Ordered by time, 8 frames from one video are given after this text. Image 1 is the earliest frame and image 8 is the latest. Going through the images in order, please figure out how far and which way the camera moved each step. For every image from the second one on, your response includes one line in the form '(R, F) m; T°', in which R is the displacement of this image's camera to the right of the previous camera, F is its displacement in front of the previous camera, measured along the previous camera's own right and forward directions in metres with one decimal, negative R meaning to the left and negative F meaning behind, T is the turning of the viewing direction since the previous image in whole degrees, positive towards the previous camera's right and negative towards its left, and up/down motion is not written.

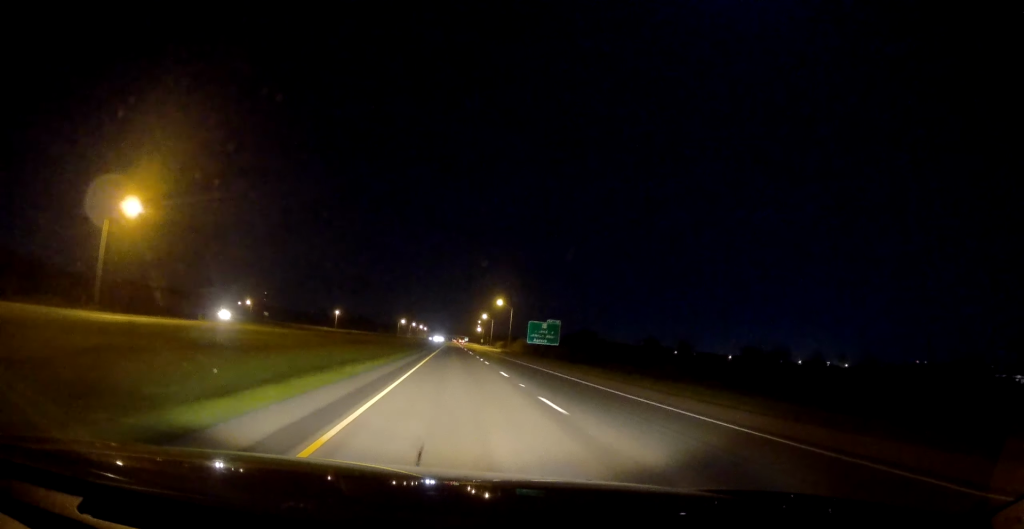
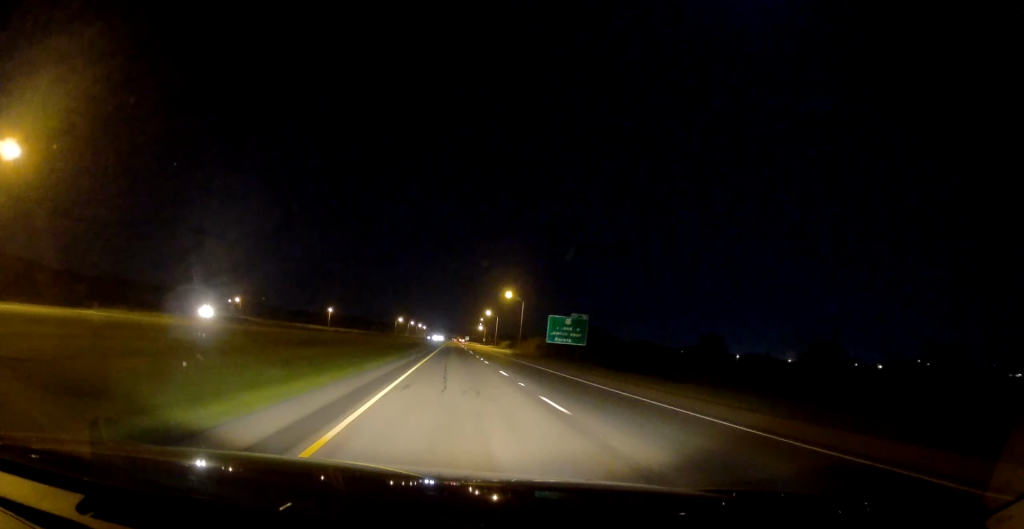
(0.0, +25.8) m; 0°
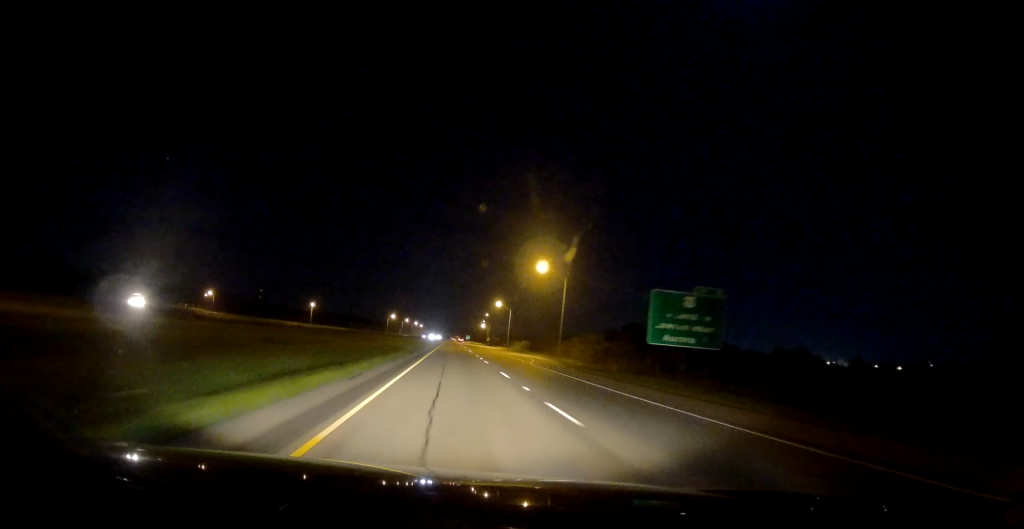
(-0.5, +50.5) m; 0°
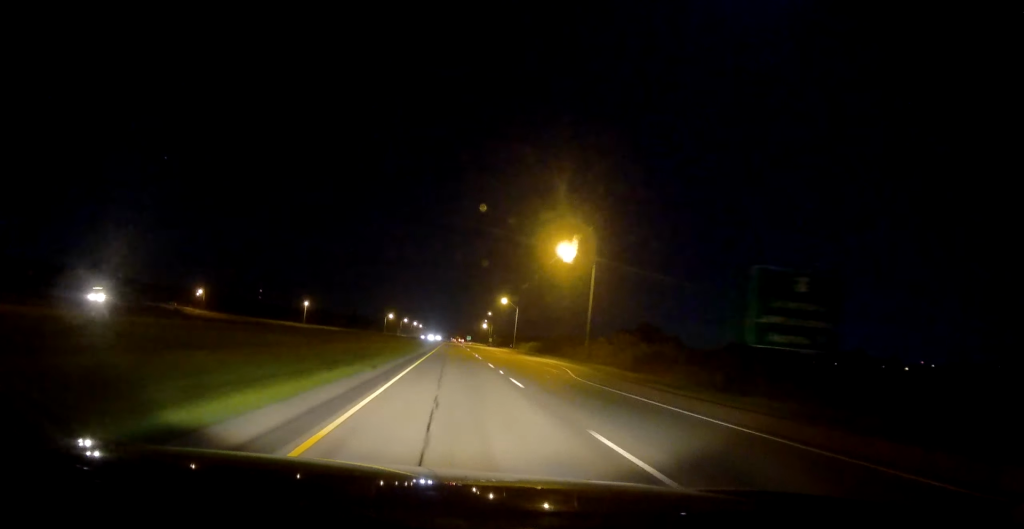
(+0.1, +16.4) m; 0°
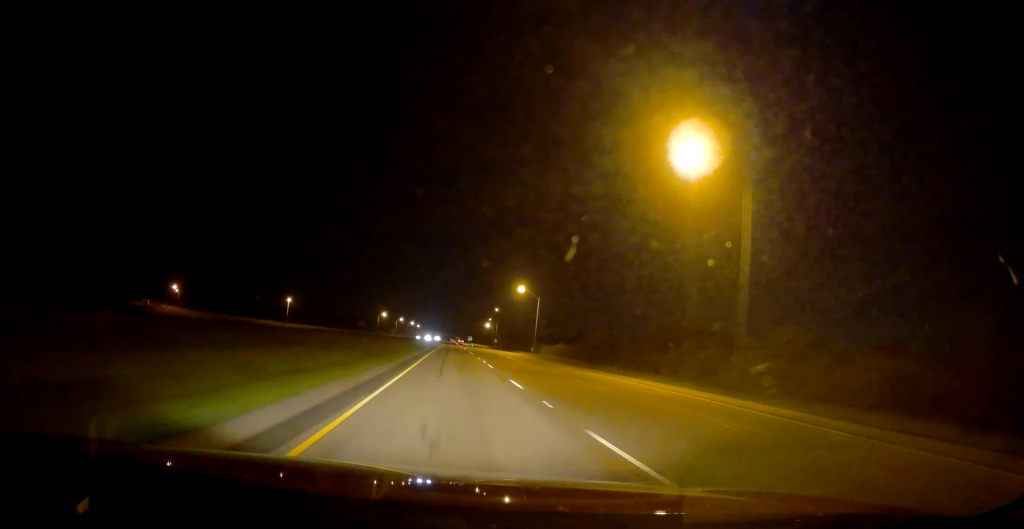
(+0.3, +36.4) m; 0°
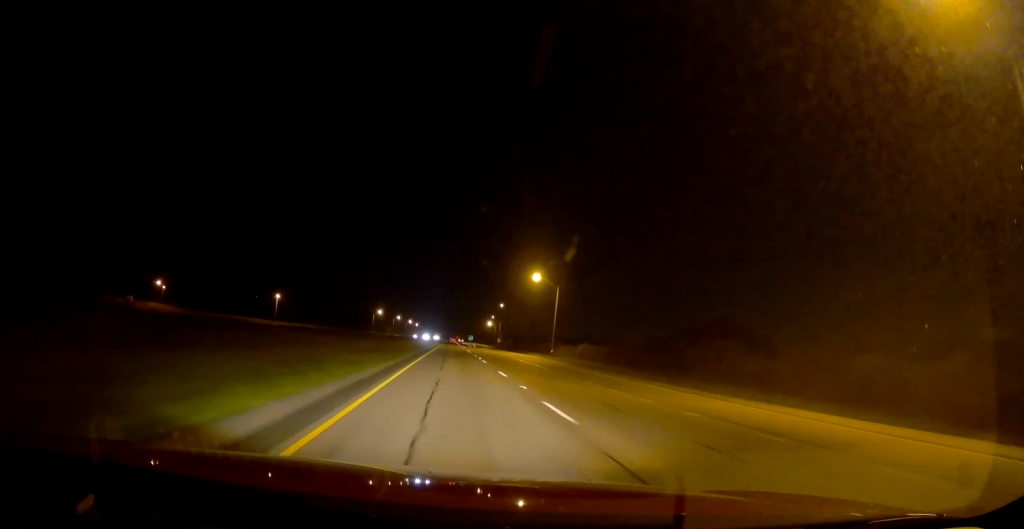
(0.0, +20.0) m; 0°
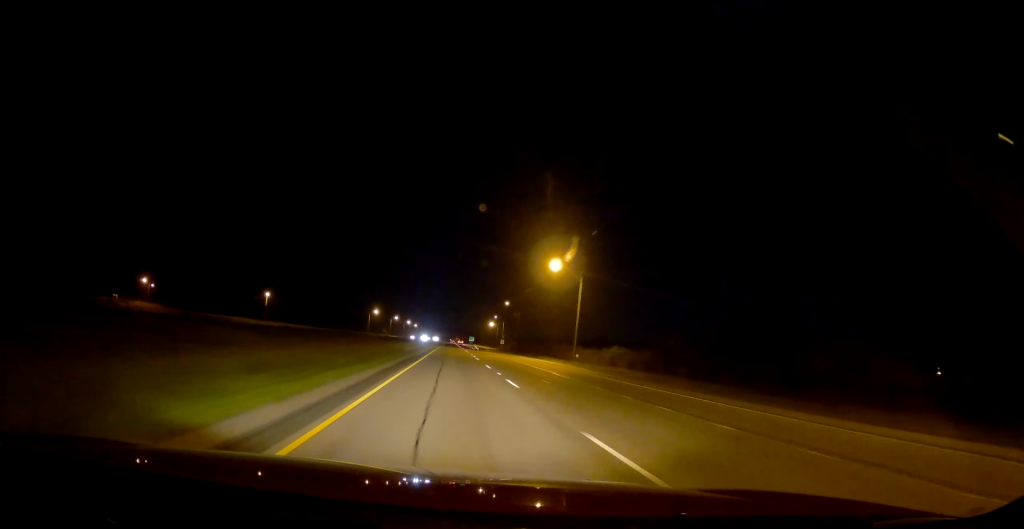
(0.0, +16.4) m; -1°
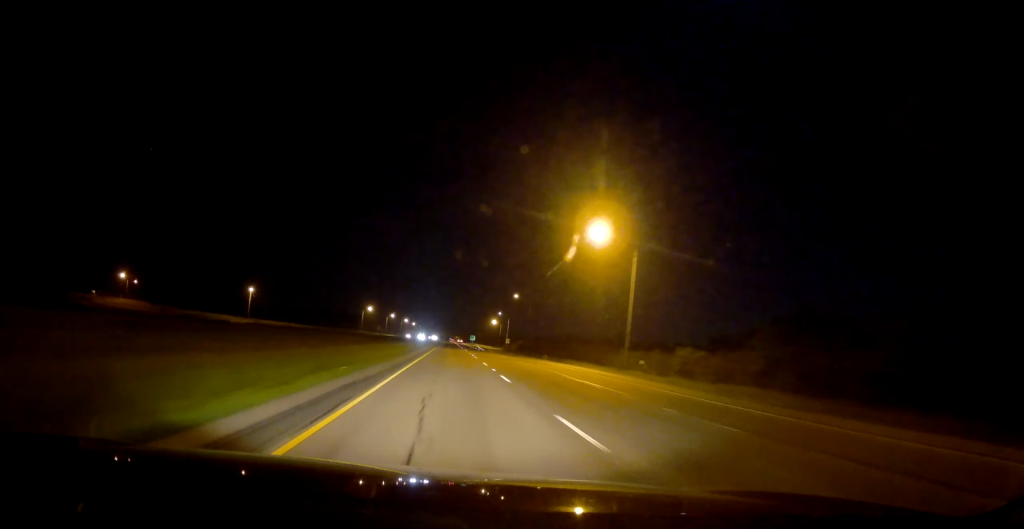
(+0.2, +22.3) m; -1°
